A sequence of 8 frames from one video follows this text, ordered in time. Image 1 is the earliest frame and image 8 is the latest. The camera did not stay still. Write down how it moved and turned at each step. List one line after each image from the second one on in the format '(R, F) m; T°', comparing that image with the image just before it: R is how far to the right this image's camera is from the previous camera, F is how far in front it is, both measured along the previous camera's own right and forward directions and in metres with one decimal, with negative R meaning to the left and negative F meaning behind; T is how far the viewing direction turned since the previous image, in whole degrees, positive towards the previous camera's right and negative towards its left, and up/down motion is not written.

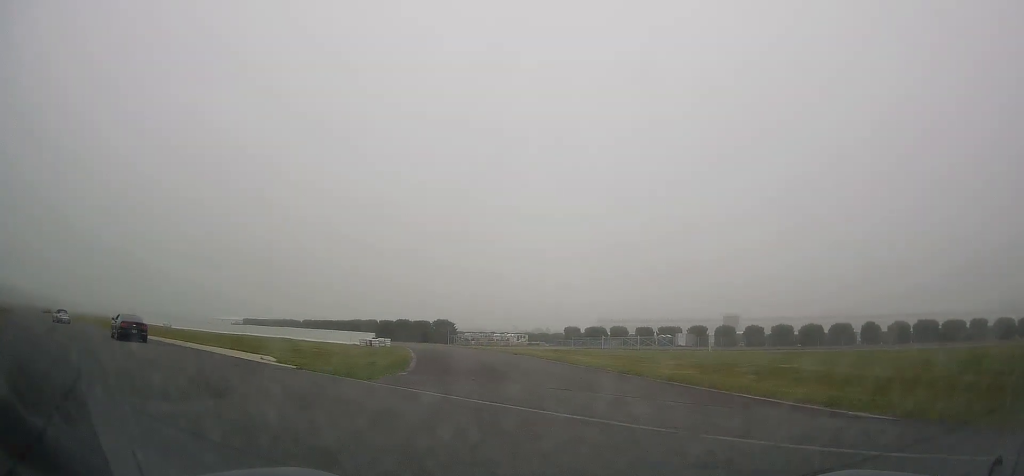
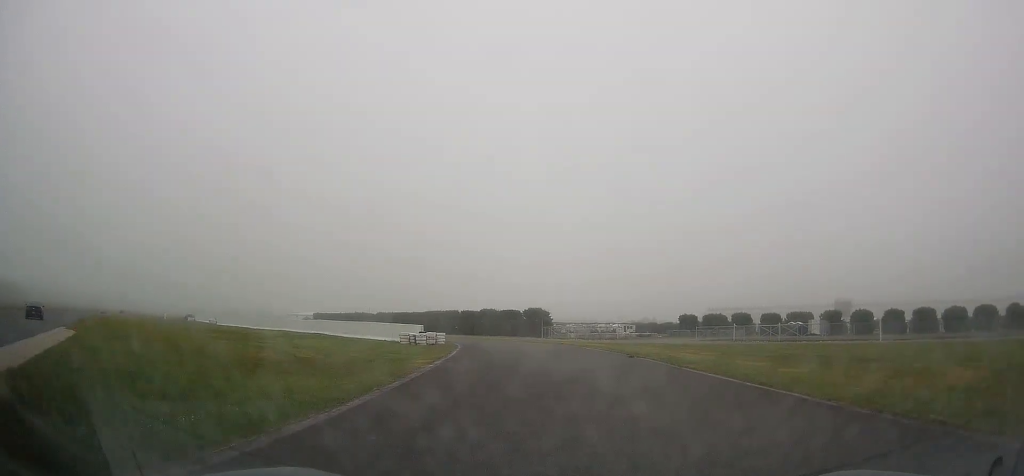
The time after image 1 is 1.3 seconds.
(-1.7, +16.6) m; -8°
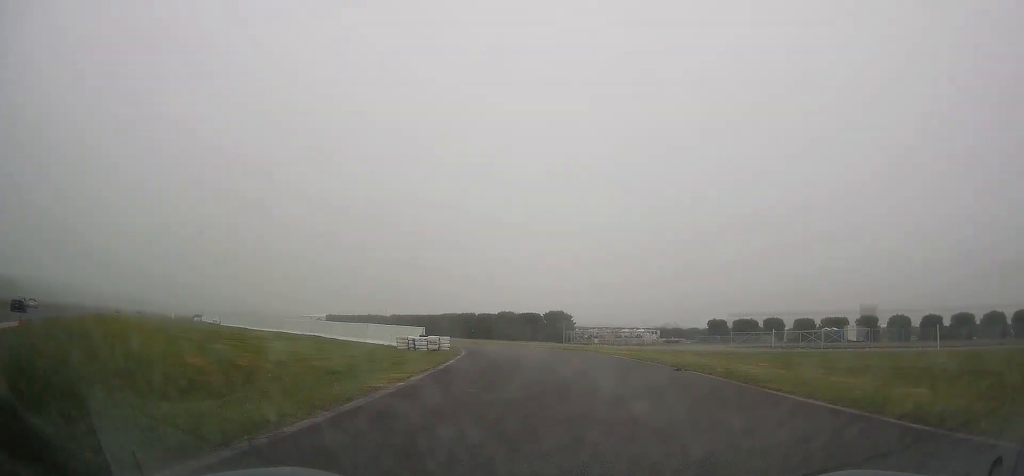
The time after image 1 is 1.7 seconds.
(-0.1, +5.5) m; -2°
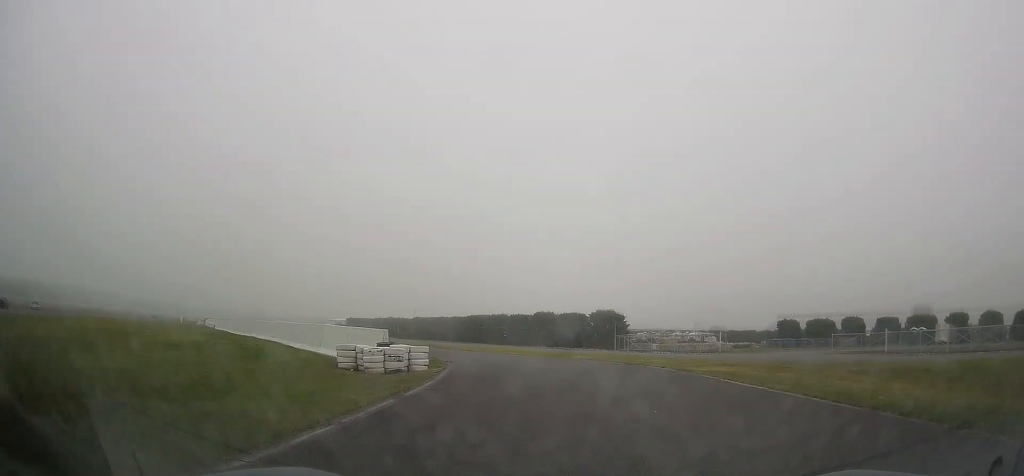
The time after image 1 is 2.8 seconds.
(-0.6, +14.3) m; -4°
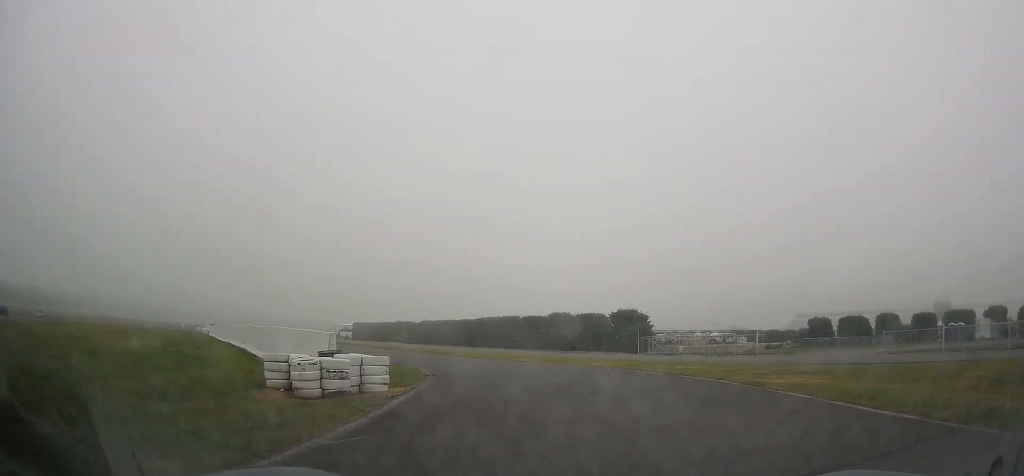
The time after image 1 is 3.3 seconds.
(-0.1, +5.8) m; -2°
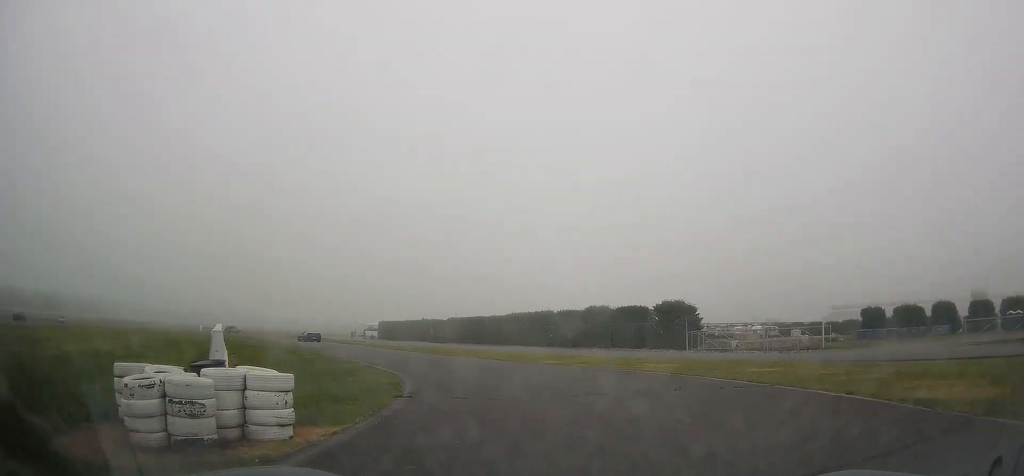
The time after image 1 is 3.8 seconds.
(0.0, +6.2) m; -3°
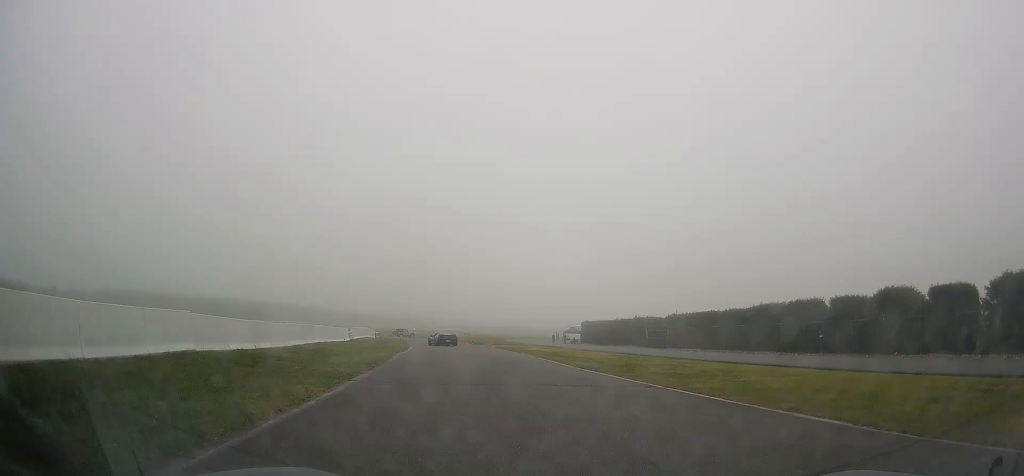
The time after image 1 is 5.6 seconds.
(-3.0, +21.4) m; -19°
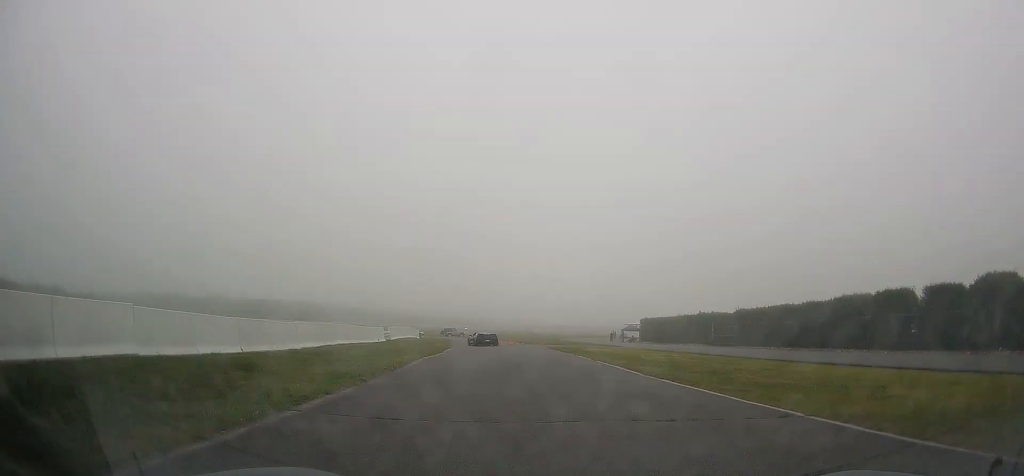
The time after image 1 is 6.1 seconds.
(-0.1, +5.8) m; -6°
